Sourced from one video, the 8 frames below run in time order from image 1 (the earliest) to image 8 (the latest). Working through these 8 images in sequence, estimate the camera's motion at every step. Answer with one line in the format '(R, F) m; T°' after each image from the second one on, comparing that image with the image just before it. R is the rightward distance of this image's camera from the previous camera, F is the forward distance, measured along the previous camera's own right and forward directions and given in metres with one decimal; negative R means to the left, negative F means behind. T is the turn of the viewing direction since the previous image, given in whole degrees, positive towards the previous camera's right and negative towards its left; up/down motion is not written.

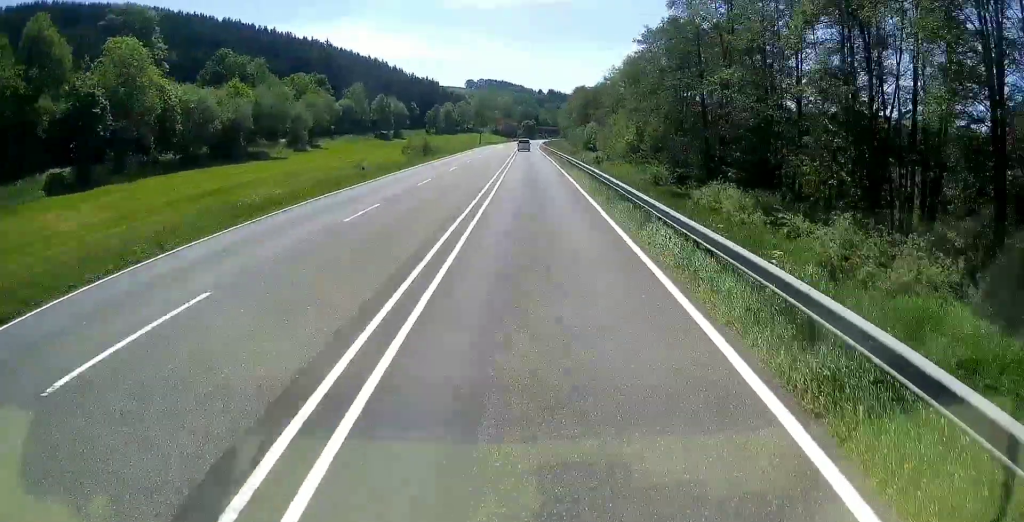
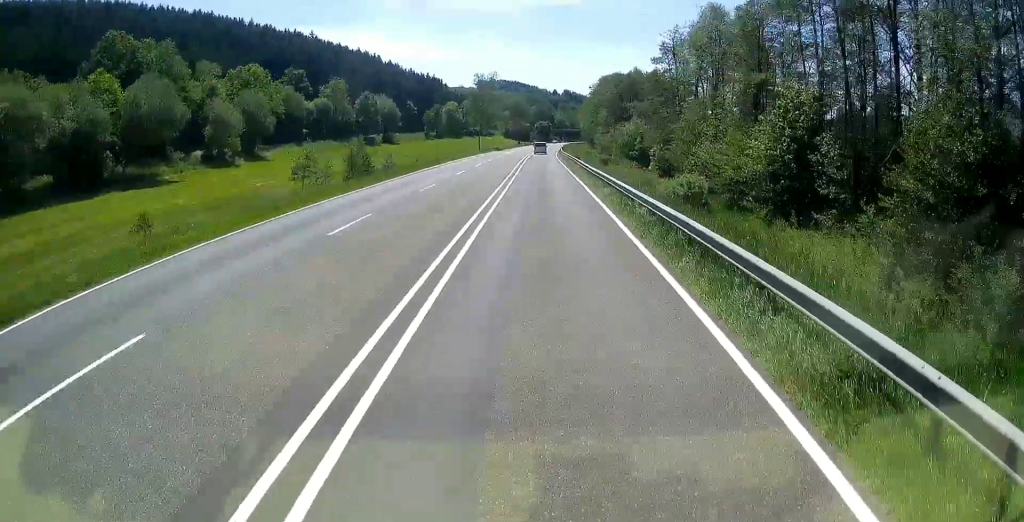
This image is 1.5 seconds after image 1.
(-0.3, +38.1) m; -1°
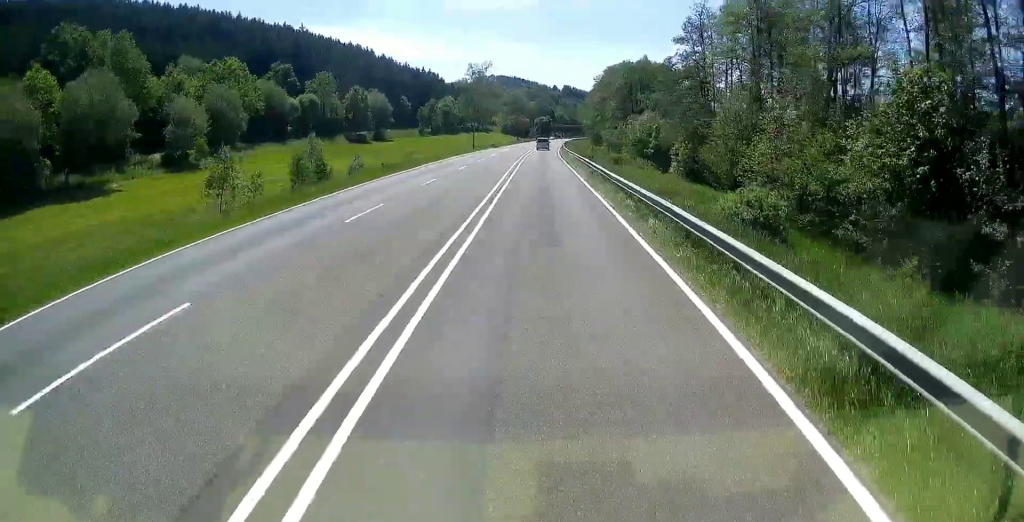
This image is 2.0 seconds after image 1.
(0.0, +10.7) m; 0°
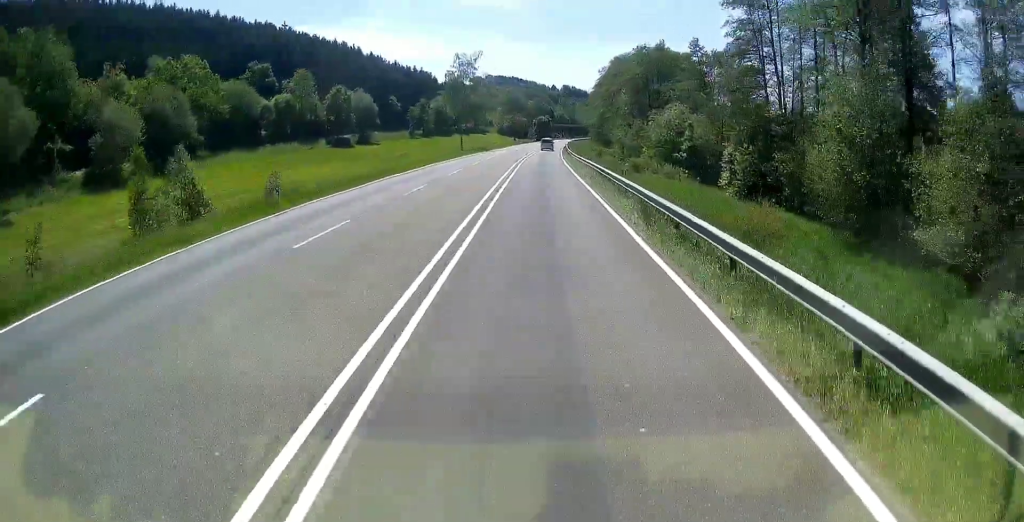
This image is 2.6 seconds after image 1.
(0.0, +15.7) m; 0°
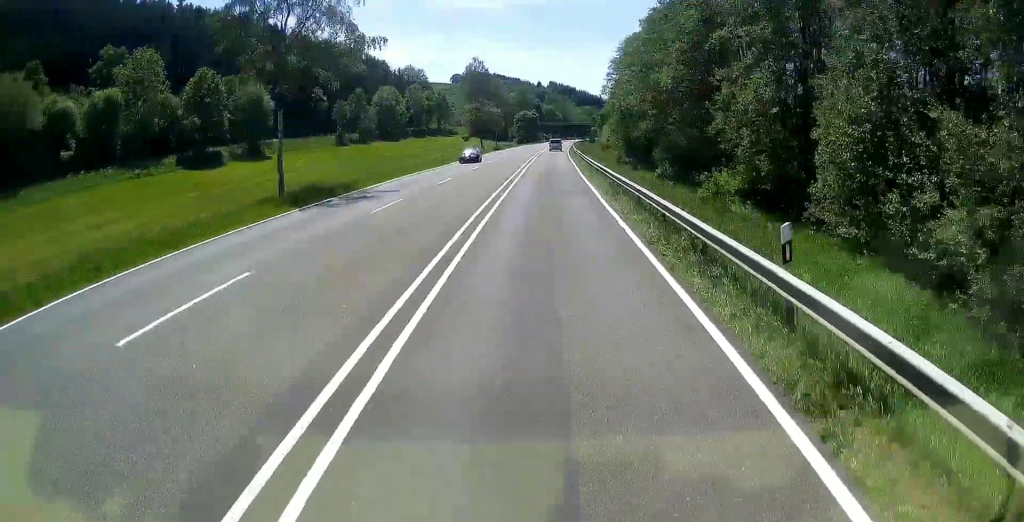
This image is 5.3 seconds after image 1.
(-0.2, +66.5) m; 0°
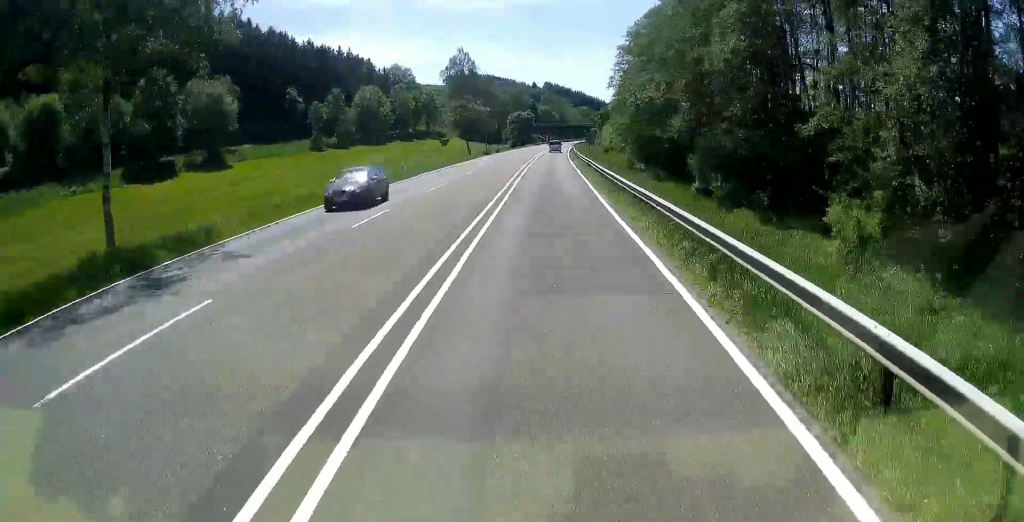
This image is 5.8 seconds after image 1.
(+0.1, +14.1) m; +1°
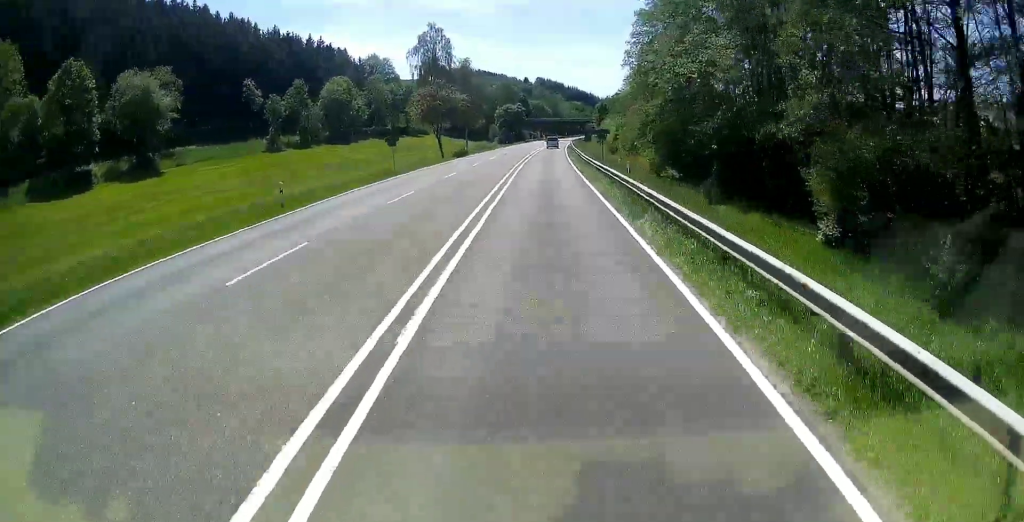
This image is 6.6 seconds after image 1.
(+0.1, +19.1) m; +1°
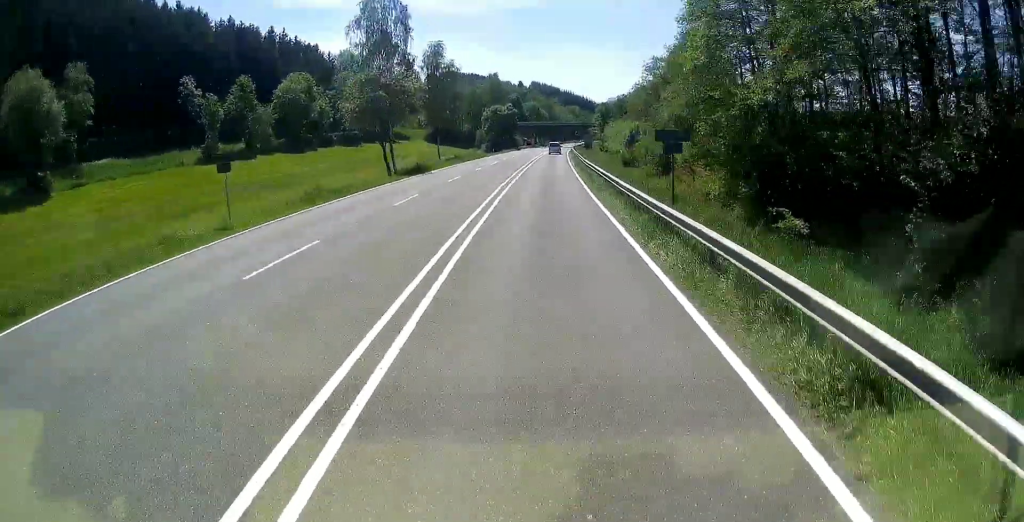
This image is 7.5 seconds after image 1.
(+0.3, +23.2) m; +1°
